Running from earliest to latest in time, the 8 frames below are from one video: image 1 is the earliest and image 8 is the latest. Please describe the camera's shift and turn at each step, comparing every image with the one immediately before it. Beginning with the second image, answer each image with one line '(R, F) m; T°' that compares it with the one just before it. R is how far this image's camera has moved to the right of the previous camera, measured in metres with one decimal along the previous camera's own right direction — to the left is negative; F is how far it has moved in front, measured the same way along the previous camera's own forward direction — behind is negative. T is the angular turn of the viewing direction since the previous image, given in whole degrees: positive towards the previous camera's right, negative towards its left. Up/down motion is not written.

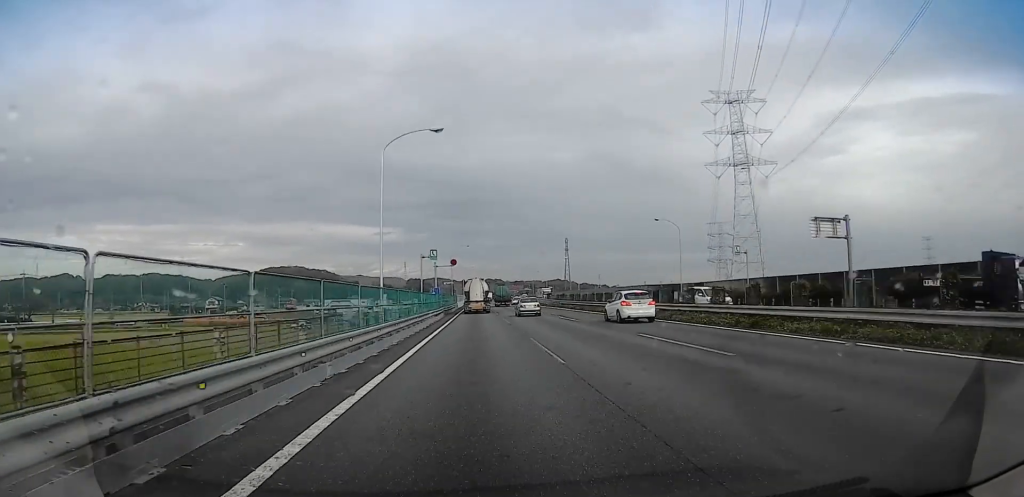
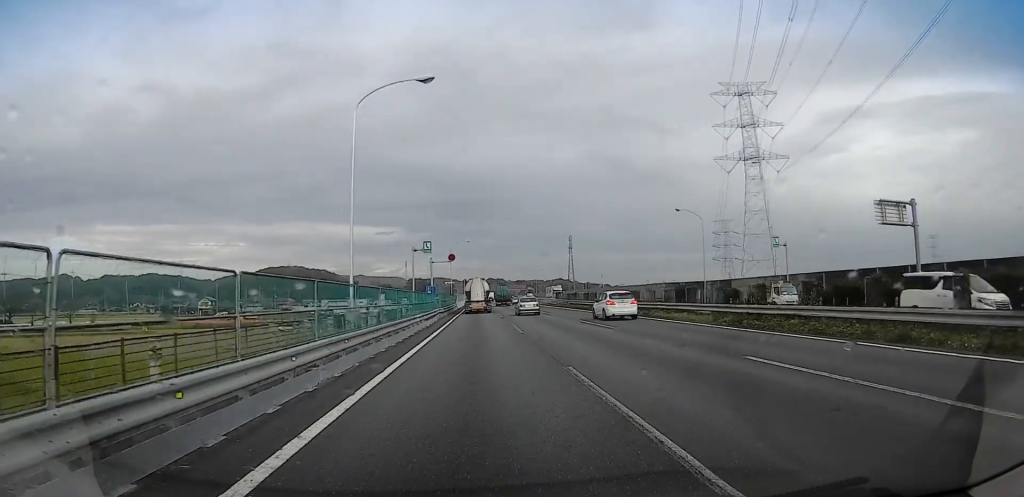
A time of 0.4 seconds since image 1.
(0.0, +8.5) m; 0°
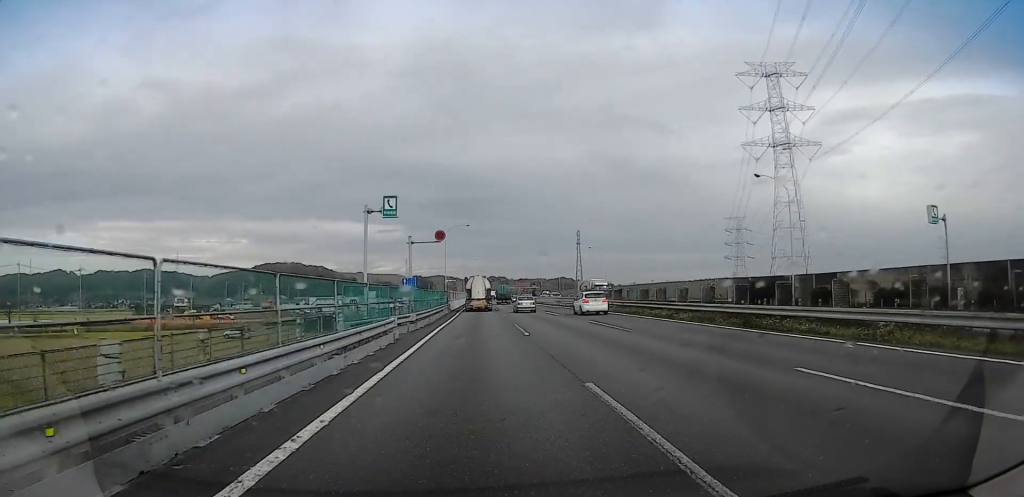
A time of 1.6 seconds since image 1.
(0.0, +22.1) m; -1°
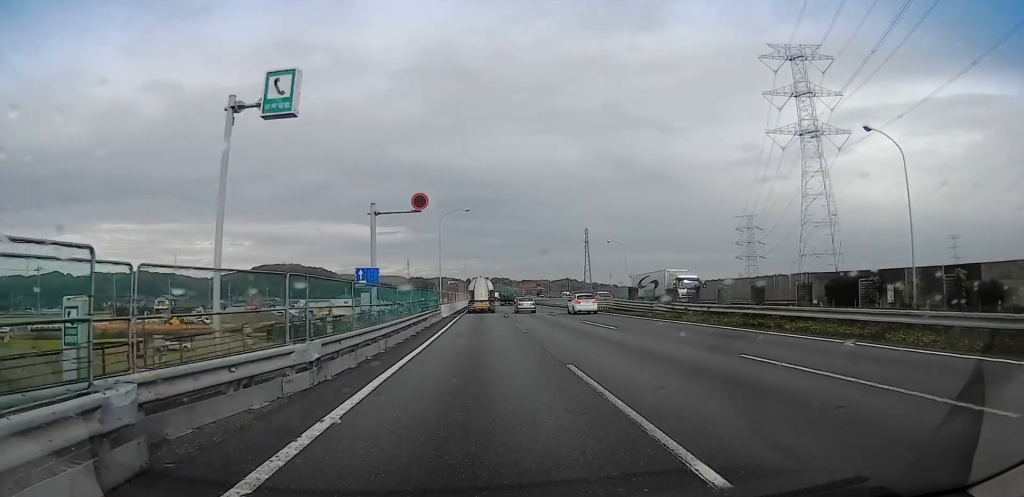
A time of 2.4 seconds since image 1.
(-0.3, +17.0) m; -1°
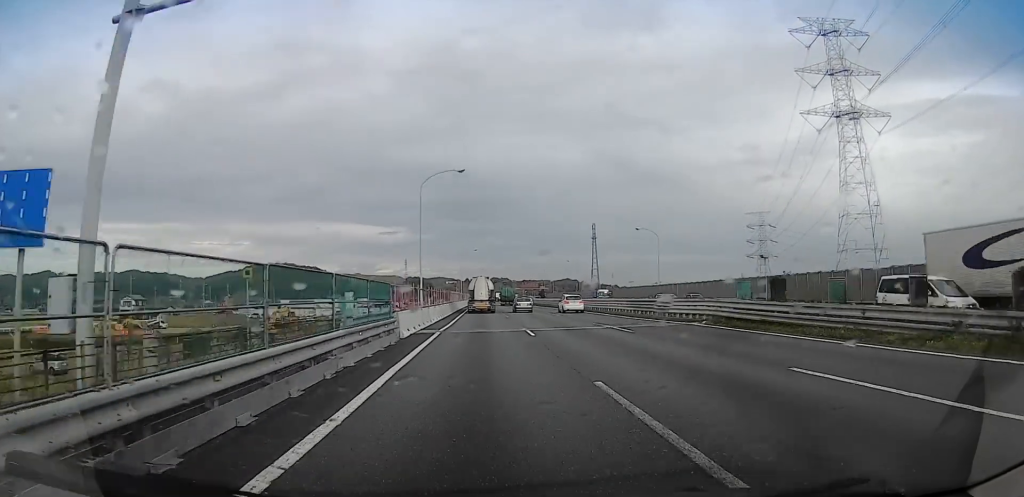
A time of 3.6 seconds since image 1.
(-0.1, +22.4) m; 0°
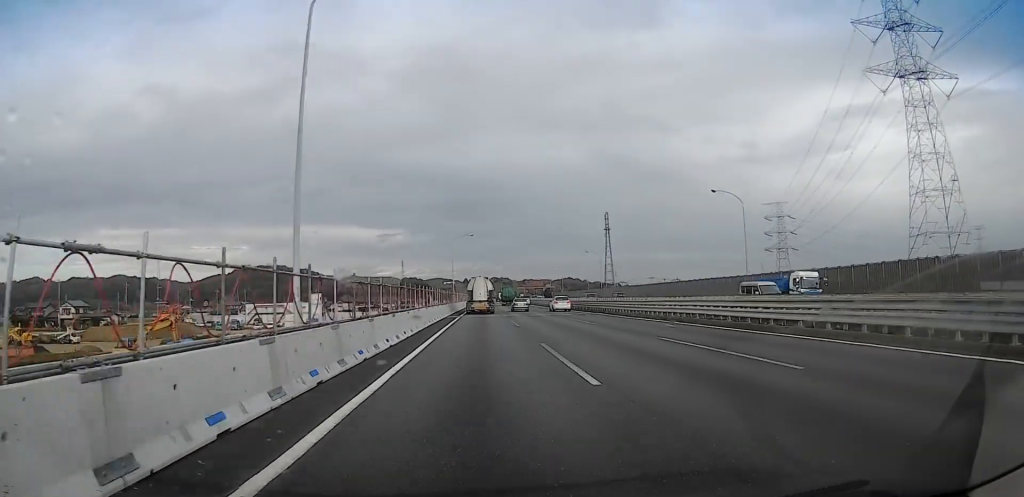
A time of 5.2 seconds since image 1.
(-0.8, +33.3) m; -2°
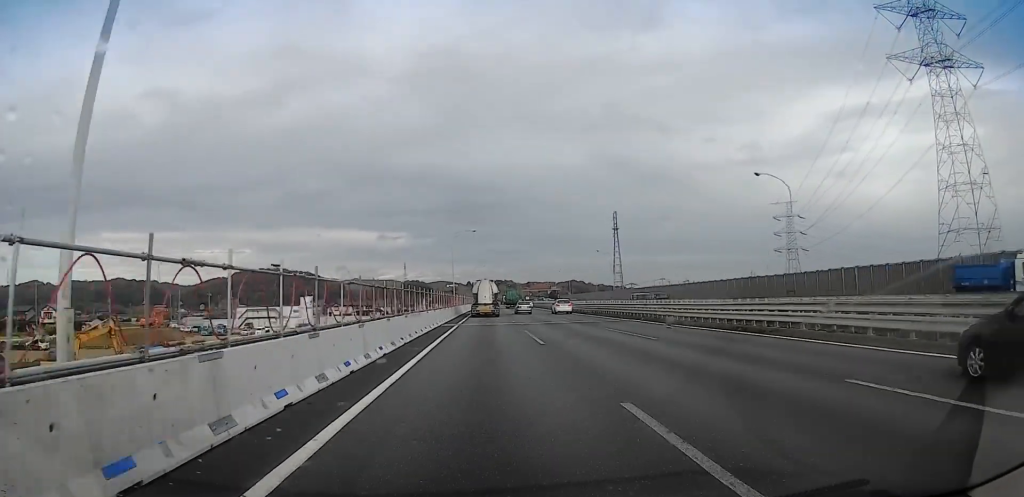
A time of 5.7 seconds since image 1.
(-0.4, +10.1) m; +1°
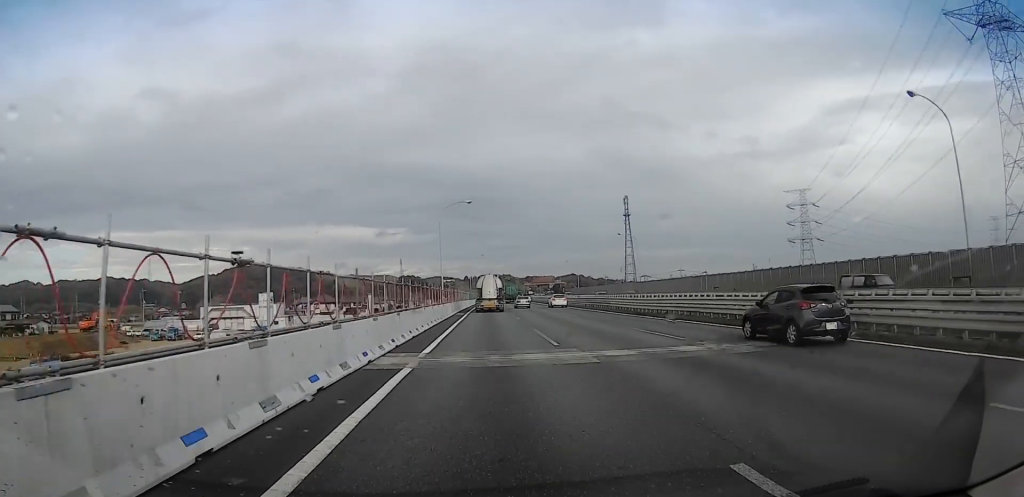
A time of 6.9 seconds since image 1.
(+1.2, +23.0) m; +2°
